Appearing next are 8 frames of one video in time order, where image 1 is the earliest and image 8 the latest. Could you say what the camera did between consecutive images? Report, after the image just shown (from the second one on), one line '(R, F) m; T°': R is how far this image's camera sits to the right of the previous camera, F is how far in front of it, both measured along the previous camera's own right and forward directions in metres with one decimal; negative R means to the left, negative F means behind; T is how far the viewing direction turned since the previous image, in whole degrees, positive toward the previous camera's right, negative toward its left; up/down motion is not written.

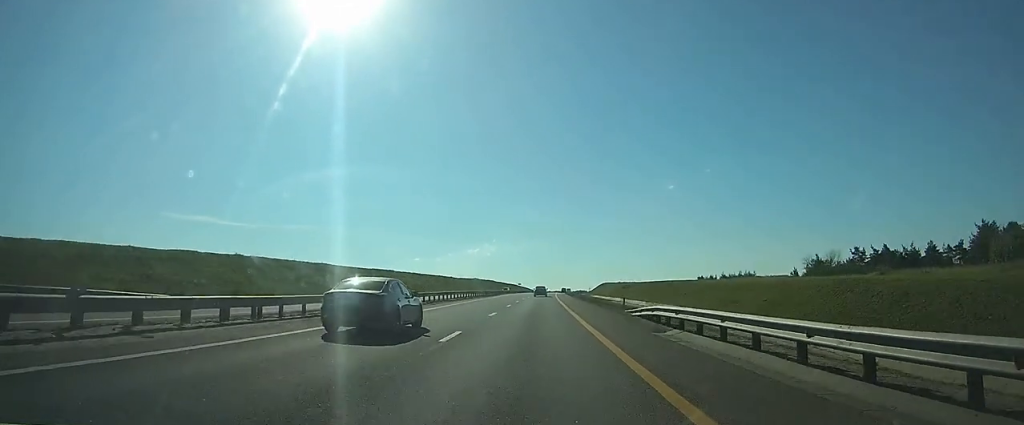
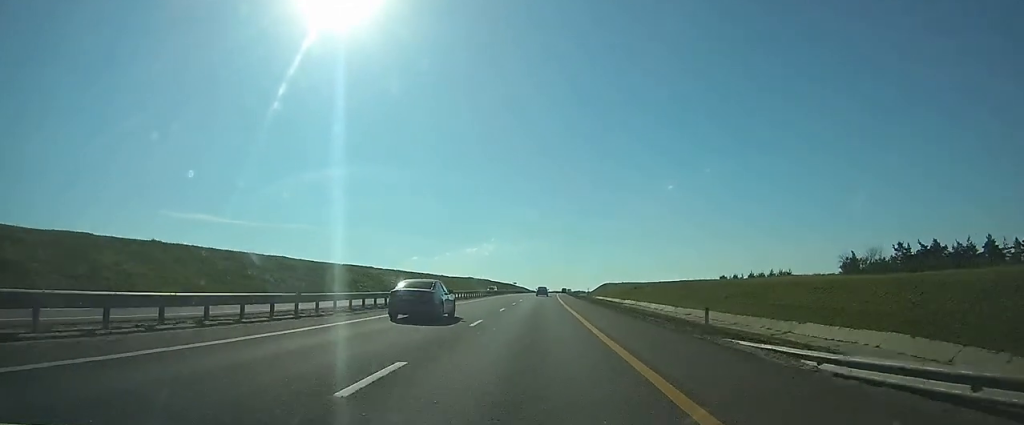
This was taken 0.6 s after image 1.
(0.0, +18.6) m; 0°
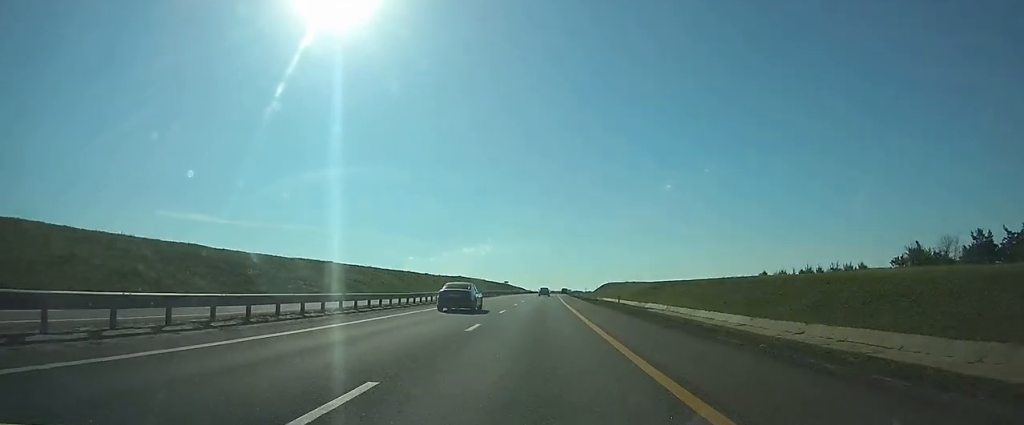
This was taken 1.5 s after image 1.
(0.0, +25.4) m; 0°
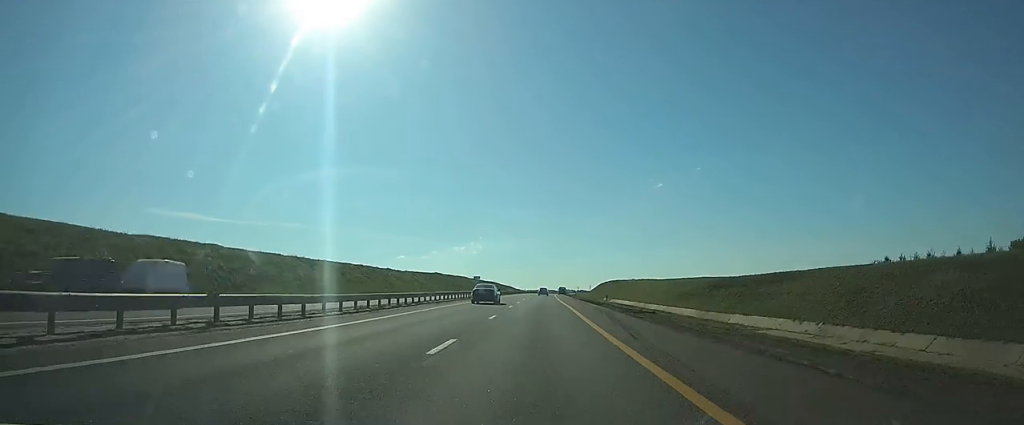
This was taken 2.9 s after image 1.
(+0.1, +41.1) m; +1°
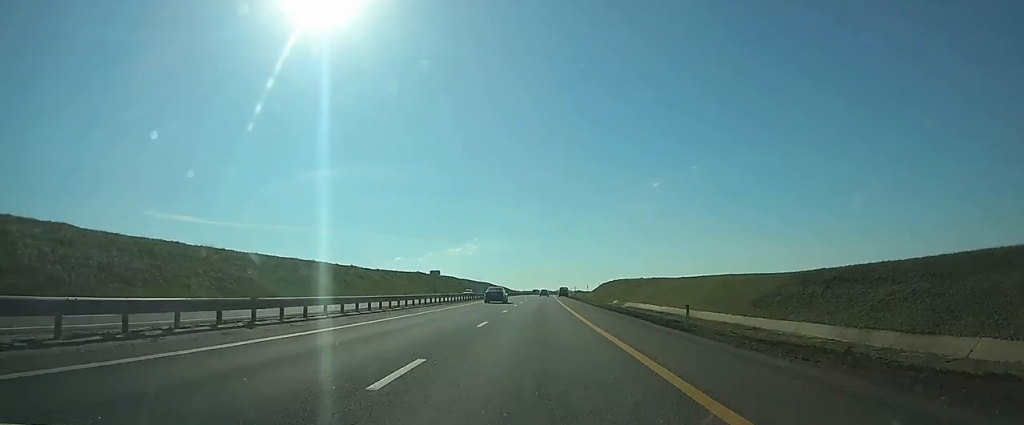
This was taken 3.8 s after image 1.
(+0.1, +27.3) m; 0°
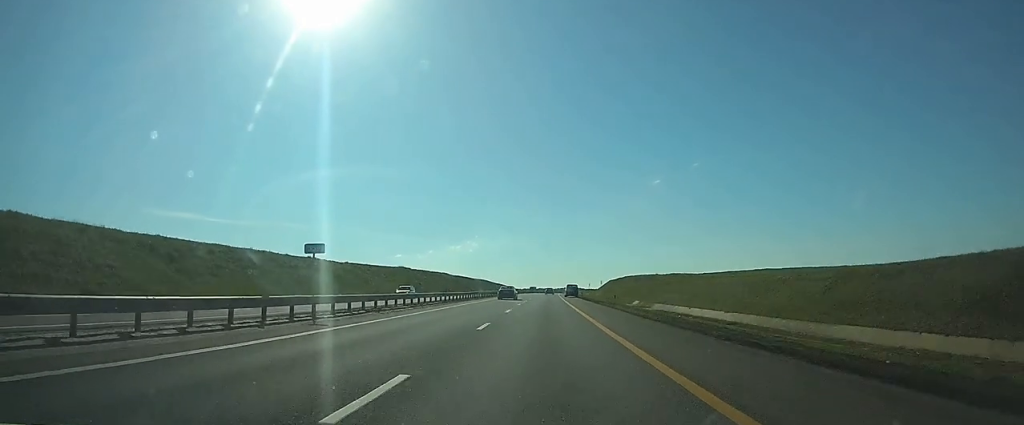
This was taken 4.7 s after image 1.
(+0.1, +25.4) m; 0°
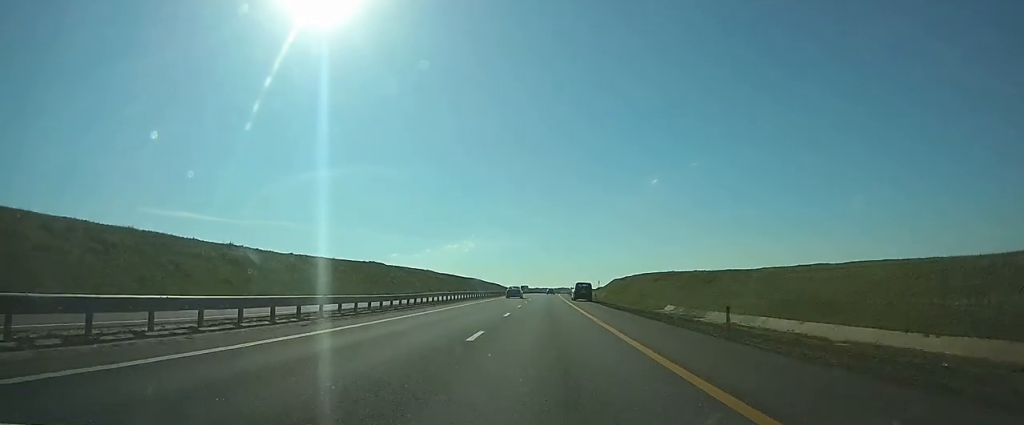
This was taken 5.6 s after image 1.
(0.0, +27.4) m; 0°
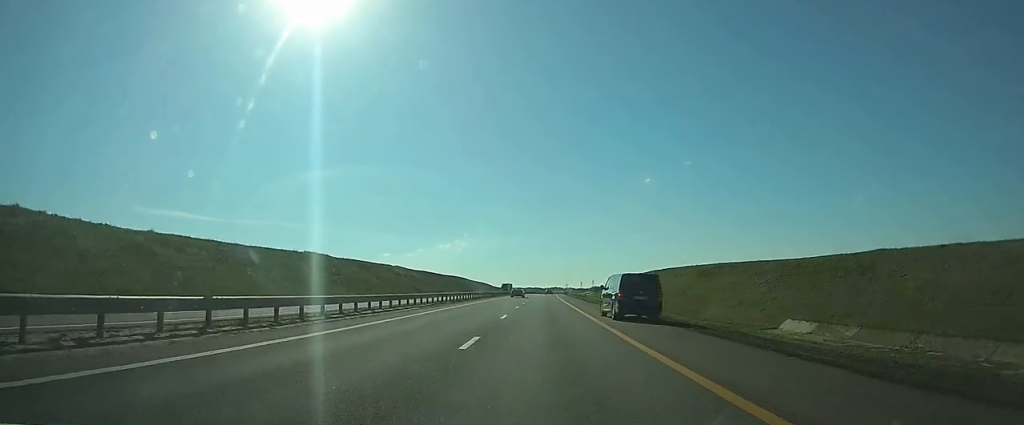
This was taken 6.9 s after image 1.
(+0.3, +37.2) m; +1°
